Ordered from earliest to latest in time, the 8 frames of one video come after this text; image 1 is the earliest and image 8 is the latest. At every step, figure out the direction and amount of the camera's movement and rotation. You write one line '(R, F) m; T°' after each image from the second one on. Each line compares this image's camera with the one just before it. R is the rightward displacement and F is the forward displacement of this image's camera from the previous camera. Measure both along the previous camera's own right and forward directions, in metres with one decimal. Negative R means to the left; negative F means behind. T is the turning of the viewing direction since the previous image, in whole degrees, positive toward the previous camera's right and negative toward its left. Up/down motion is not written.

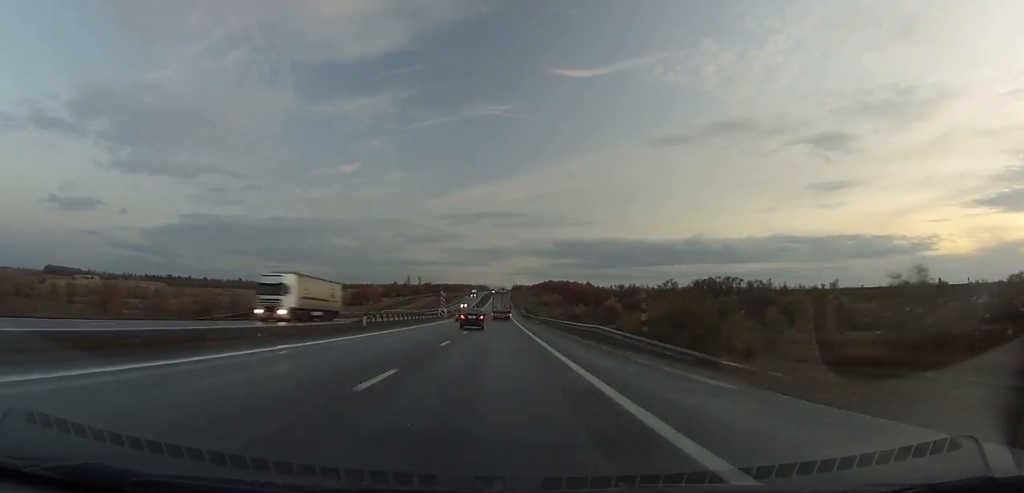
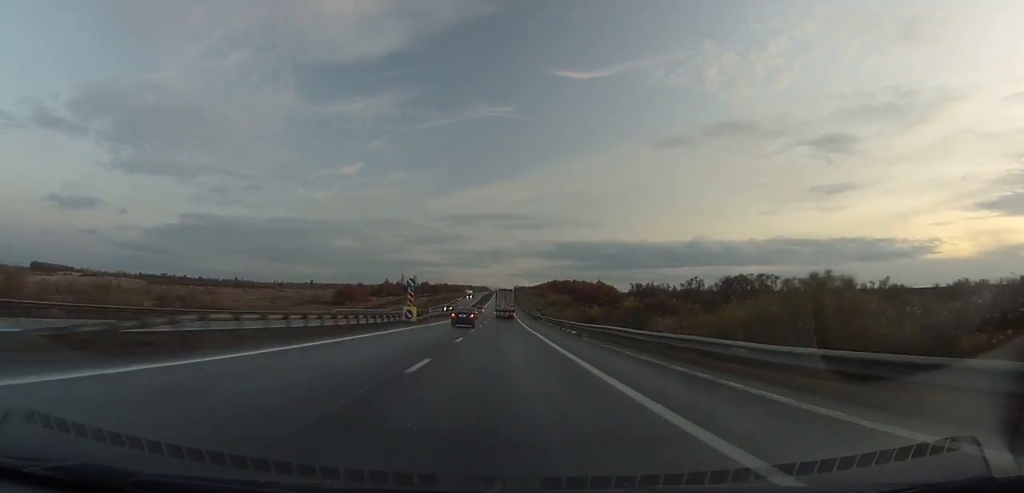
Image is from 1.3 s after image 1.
(0.0, +35.5) m; 0°
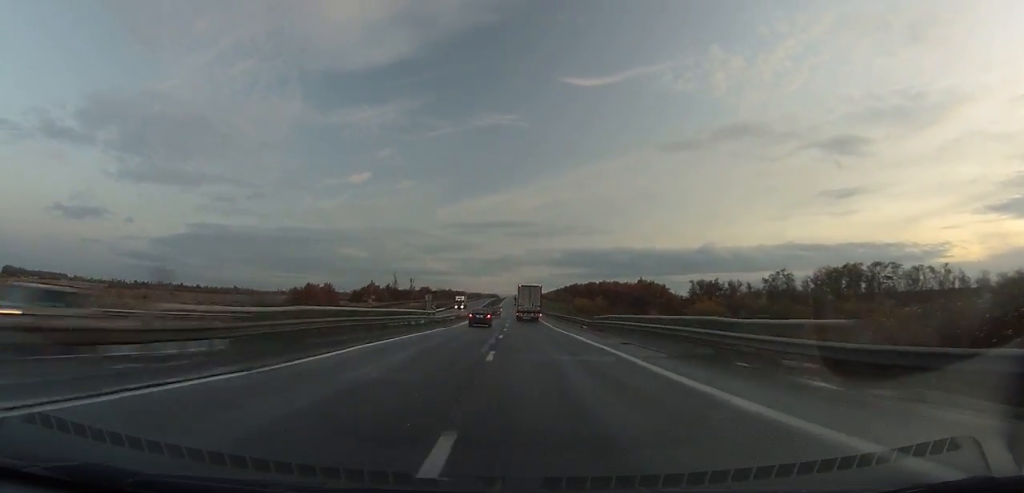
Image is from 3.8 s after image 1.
(0.0, +69.6) m; 0°
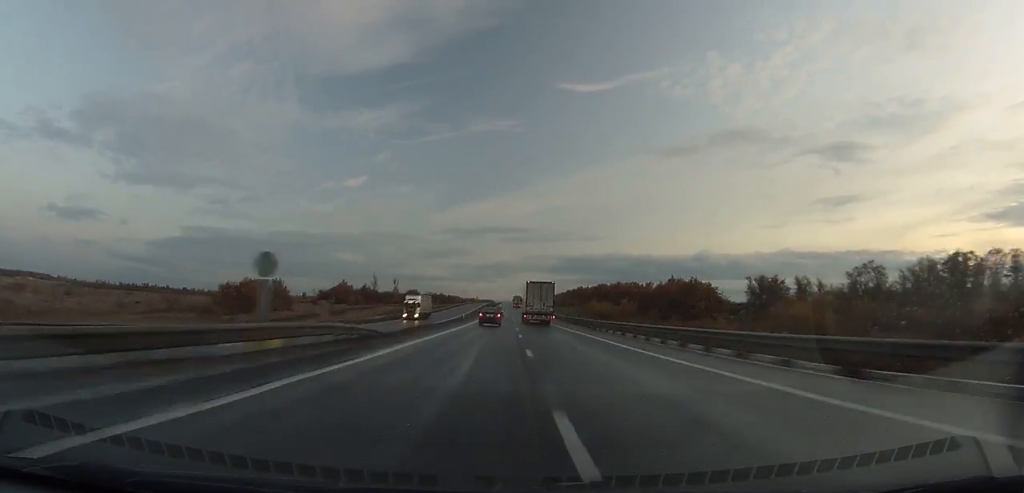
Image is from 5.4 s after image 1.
(-0.2, +46.4) m; 0°
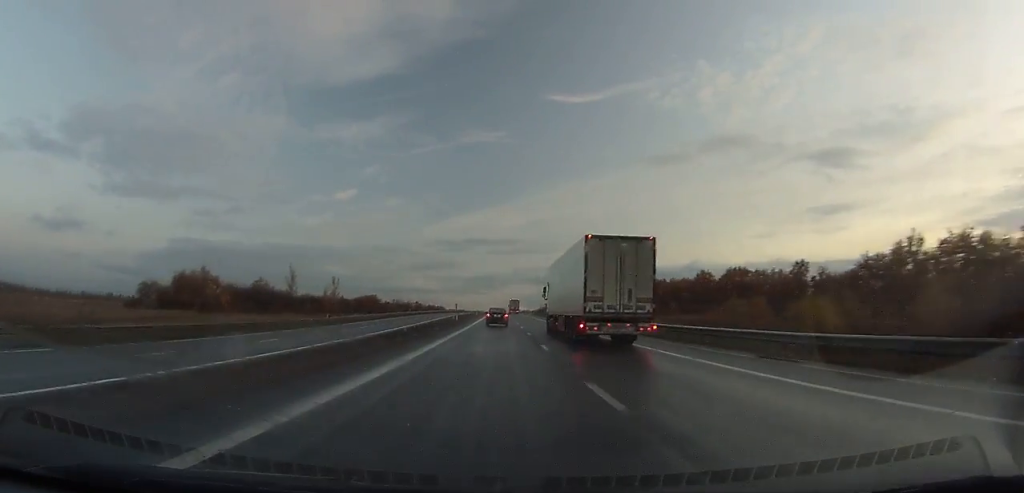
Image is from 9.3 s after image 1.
(+0.2, +118.4) m; 0°
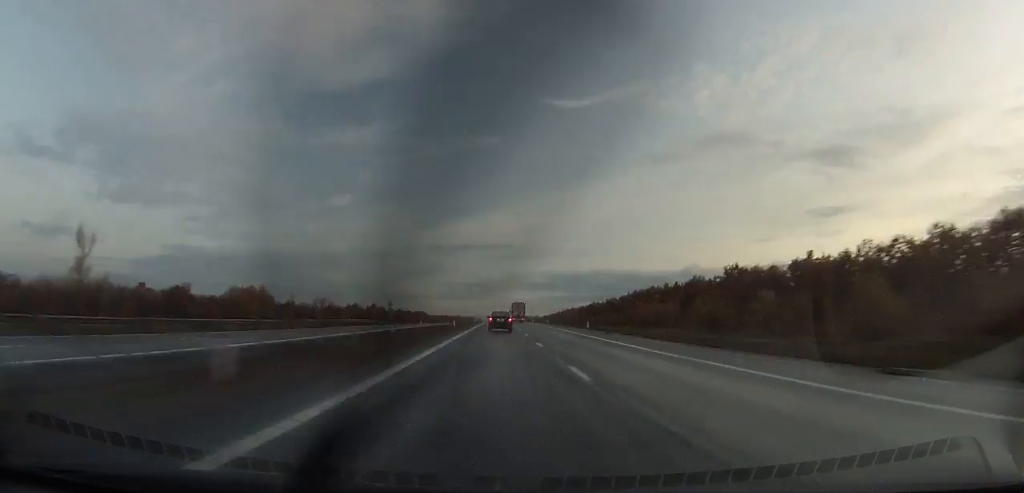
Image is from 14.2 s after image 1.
(+0.5, +152.2) m; 0°
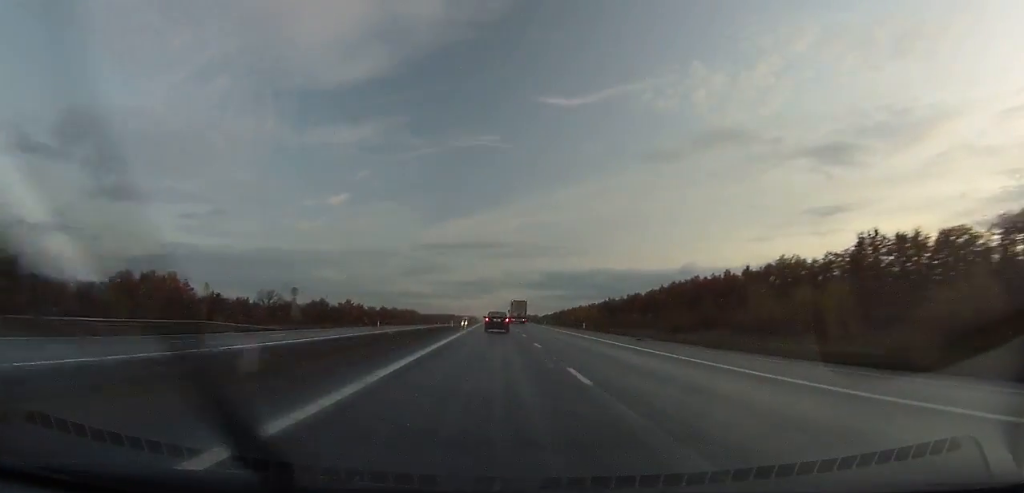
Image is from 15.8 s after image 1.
(0.0, +48.4) m; 0°
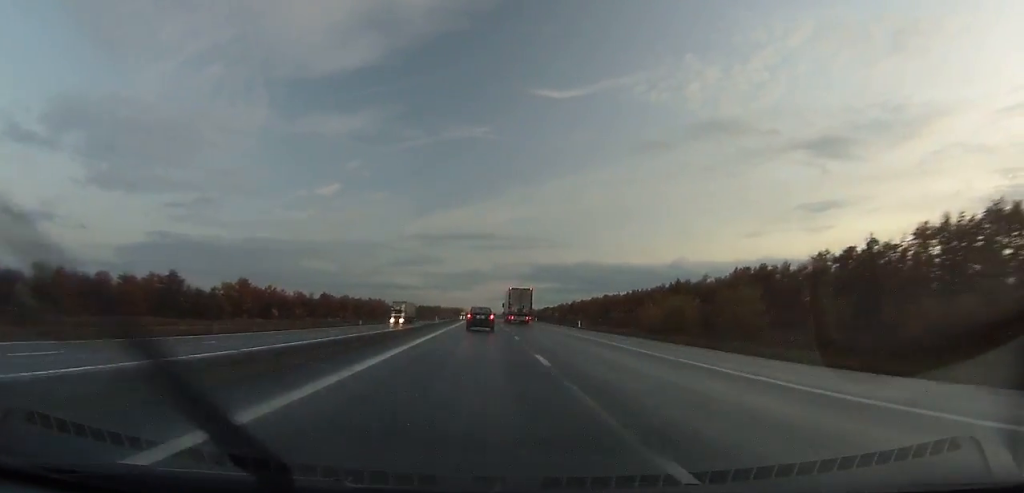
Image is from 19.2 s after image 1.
(+0.3, +101.7) m; +1°
